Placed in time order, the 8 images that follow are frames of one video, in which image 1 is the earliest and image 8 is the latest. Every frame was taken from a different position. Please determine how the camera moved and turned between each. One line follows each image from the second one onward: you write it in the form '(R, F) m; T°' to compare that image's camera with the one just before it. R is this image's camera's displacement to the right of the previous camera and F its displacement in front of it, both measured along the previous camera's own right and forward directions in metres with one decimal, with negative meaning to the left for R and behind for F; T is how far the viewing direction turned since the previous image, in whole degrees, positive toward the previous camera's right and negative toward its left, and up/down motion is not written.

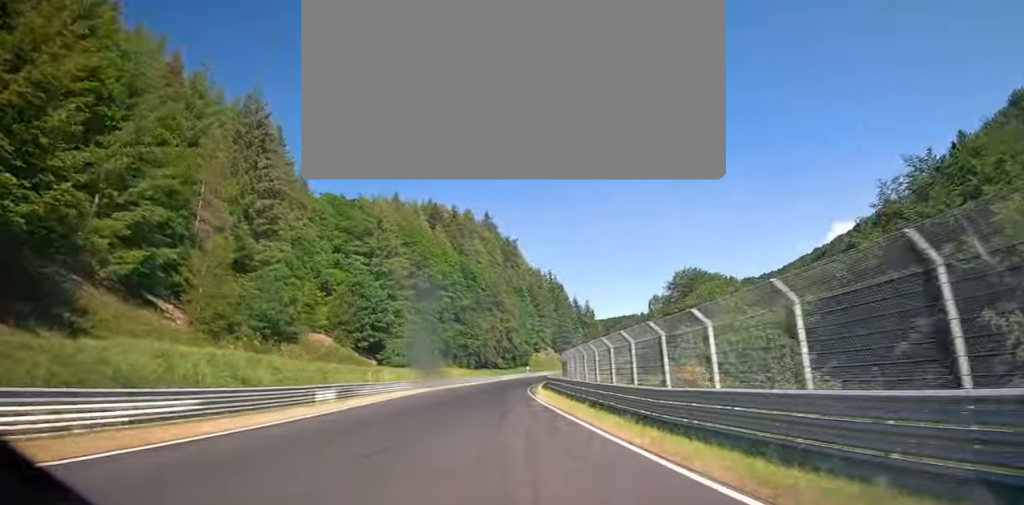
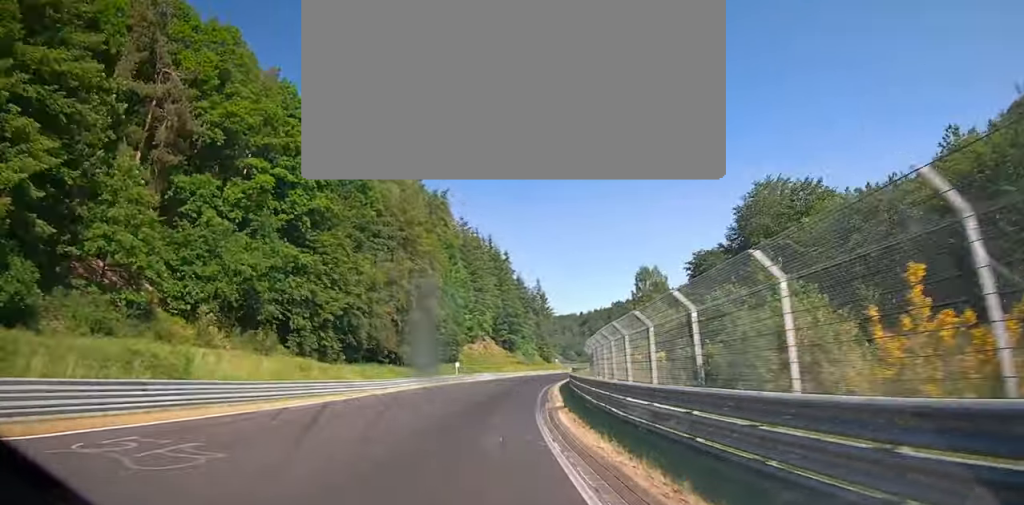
(+3.5, +57.2) m; +6°
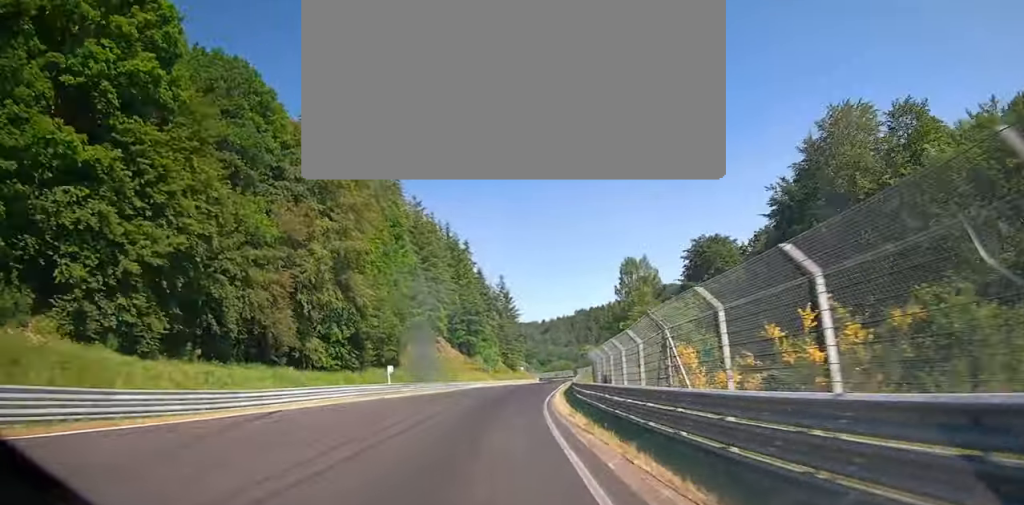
(+0.1, +20.6) m; +4°
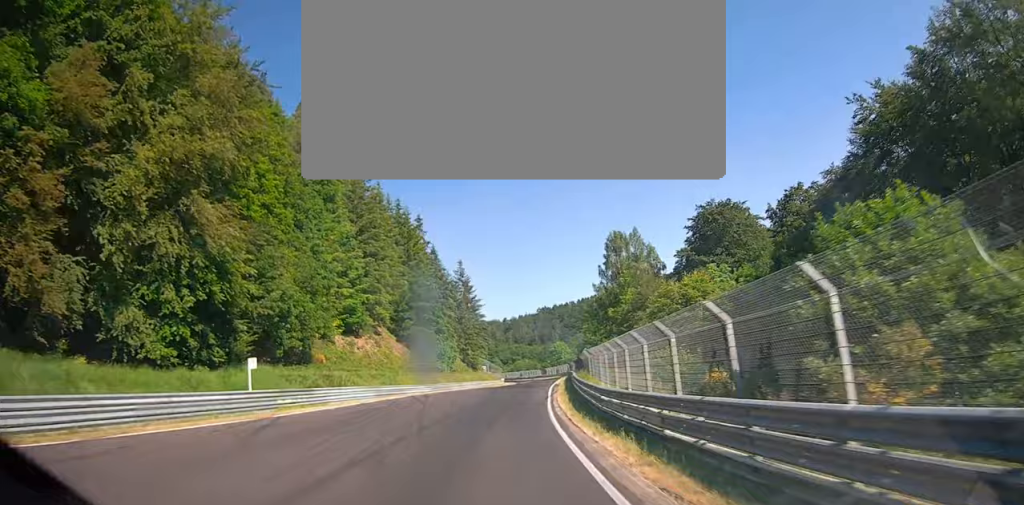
(-1.1, +19.8) m; +3°
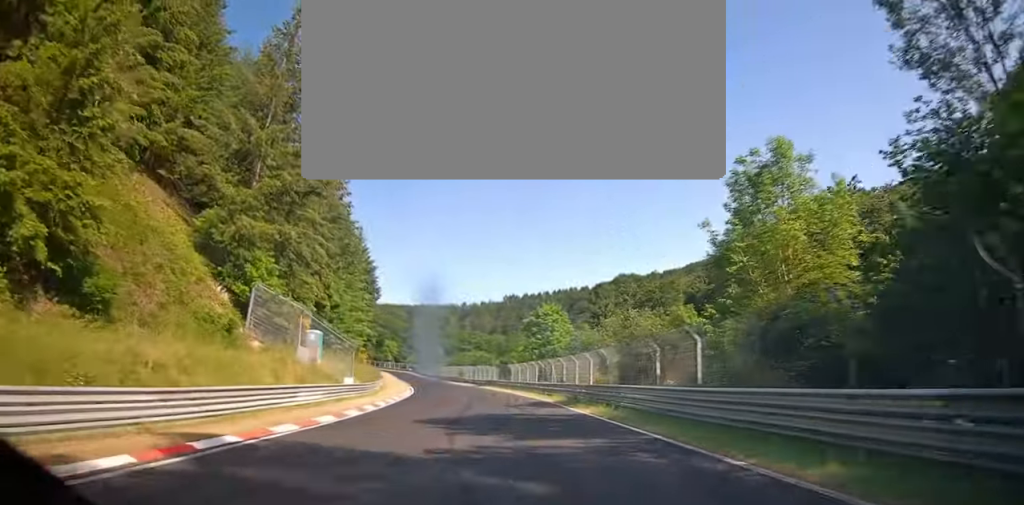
(+10.2, +88.6) m; +4°
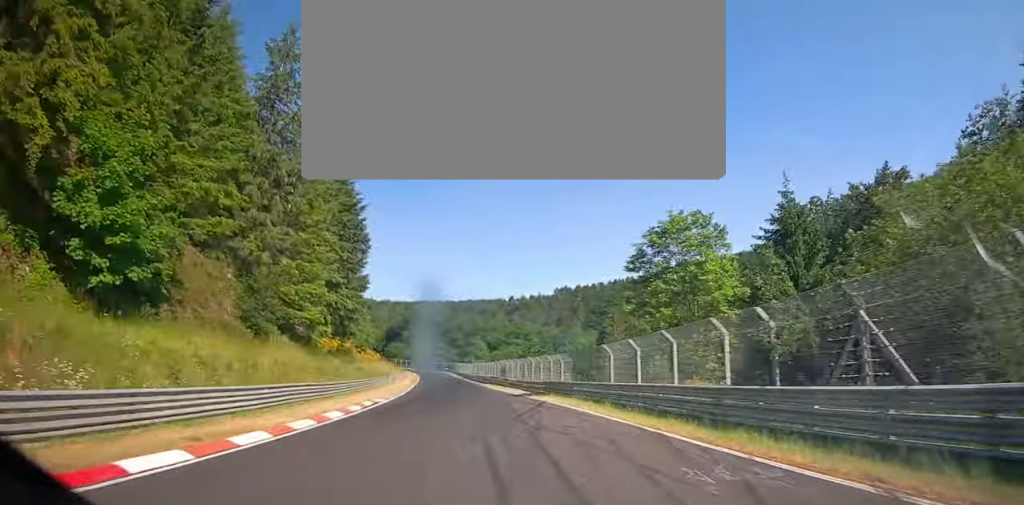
(-1.0, +35.2) m; -4°
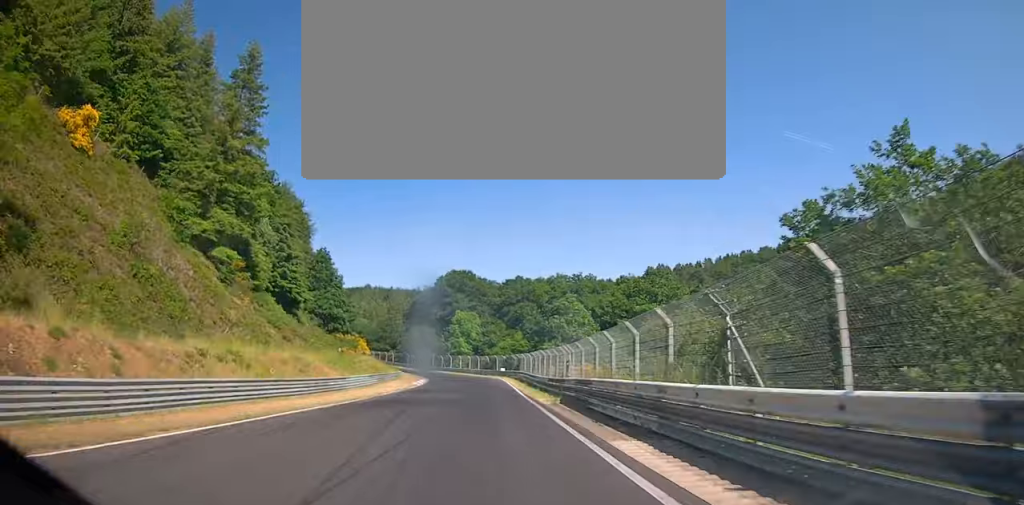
(-8.2, +89.0) m; -10°
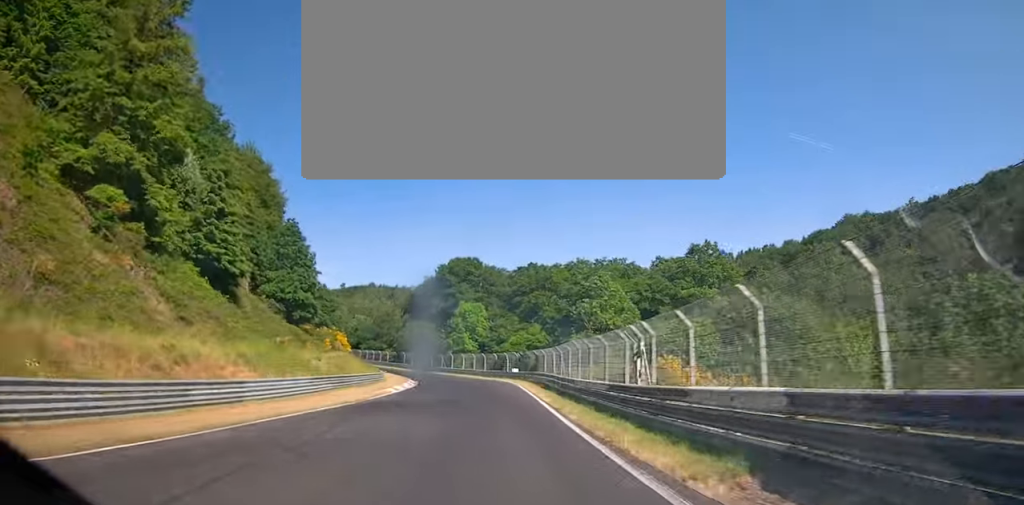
(-0.3, +16.4) m; -2°
